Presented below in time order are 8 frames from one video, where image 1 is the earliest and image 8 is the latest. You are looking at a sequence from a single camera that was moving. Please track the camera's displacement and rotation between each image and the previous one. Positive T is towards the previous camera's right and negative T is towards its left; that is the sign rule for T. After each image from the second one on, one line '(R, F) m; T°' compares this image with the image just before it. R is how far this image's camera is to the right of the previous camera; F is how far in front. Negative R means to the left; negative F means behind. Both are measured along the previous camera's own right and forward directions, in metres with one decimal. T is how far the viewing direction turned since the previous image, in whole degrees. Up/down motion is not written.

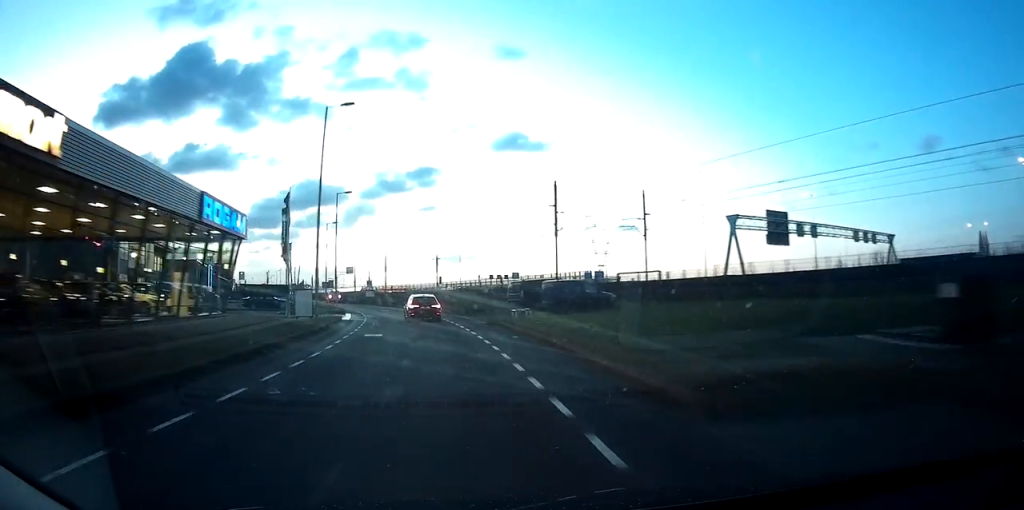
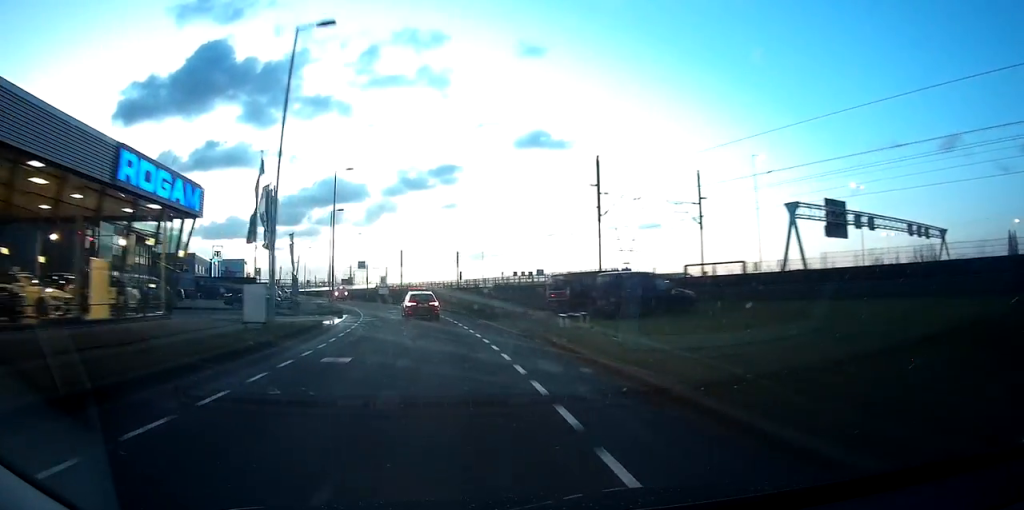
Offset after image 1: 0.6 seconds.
(-0.2, +8.7) m; -2°
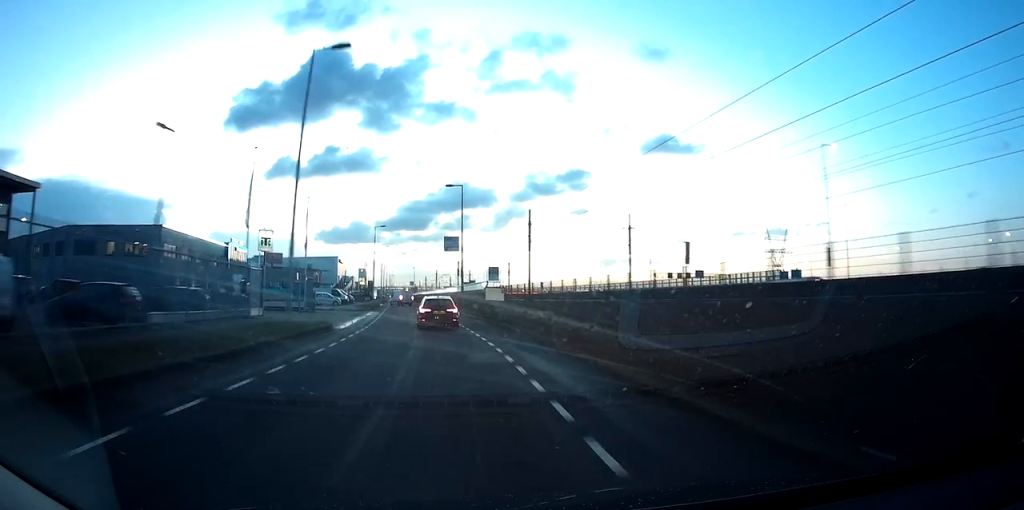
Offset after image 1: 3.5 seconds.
(-6.7, +42.9) m; -15°
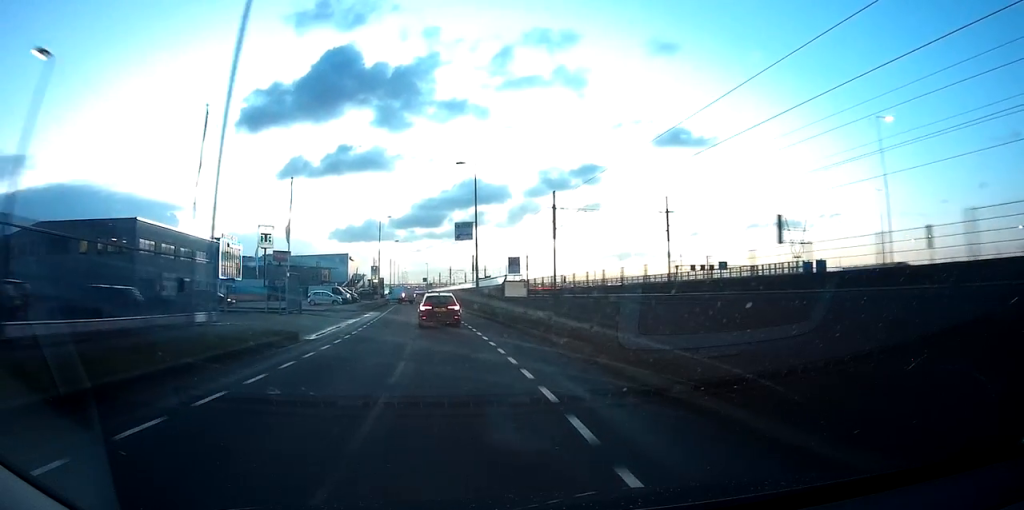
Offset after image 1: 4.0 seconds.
(-0.1, +7.1) m; -1°
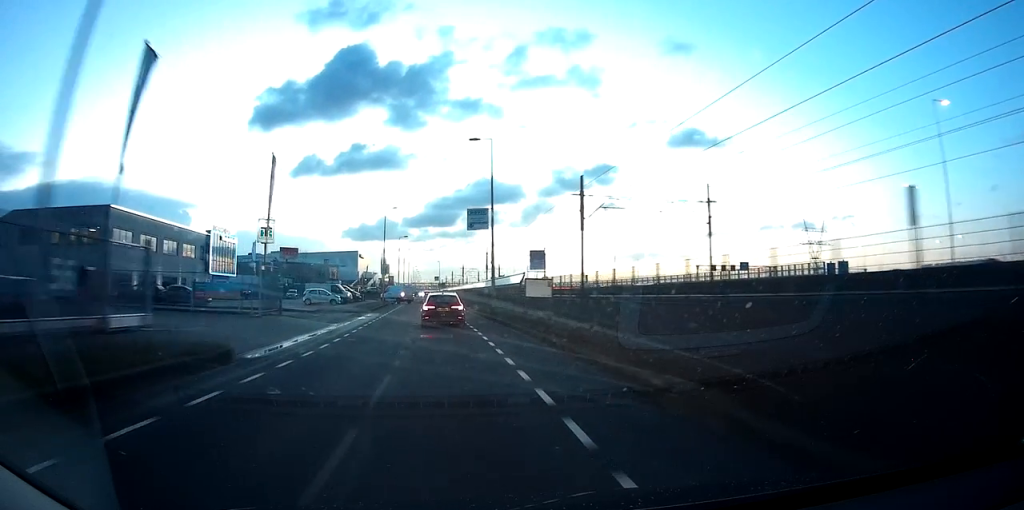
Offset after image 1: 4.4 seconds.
(-0.1, +6.2) m; -1°
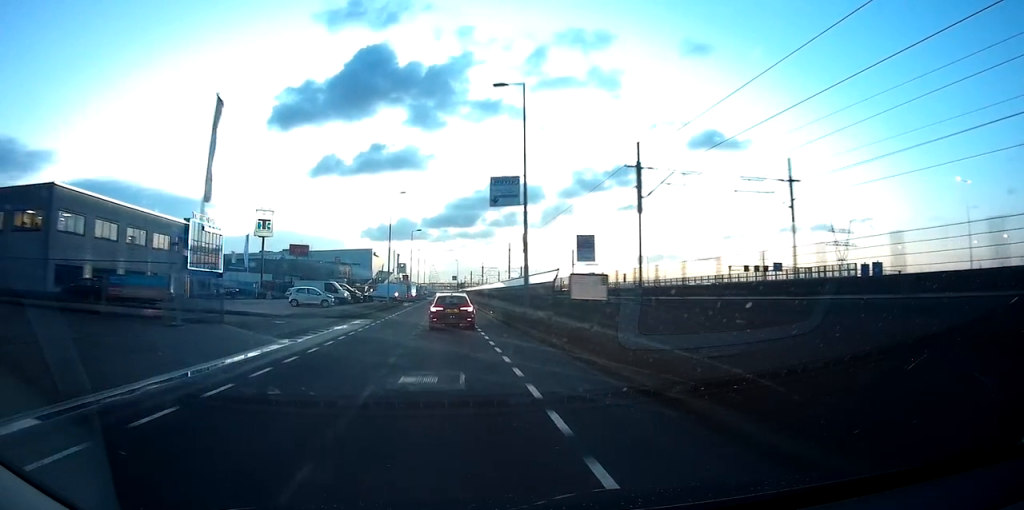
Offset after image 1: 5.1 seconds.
(-0.1, +9.5) m; -2°
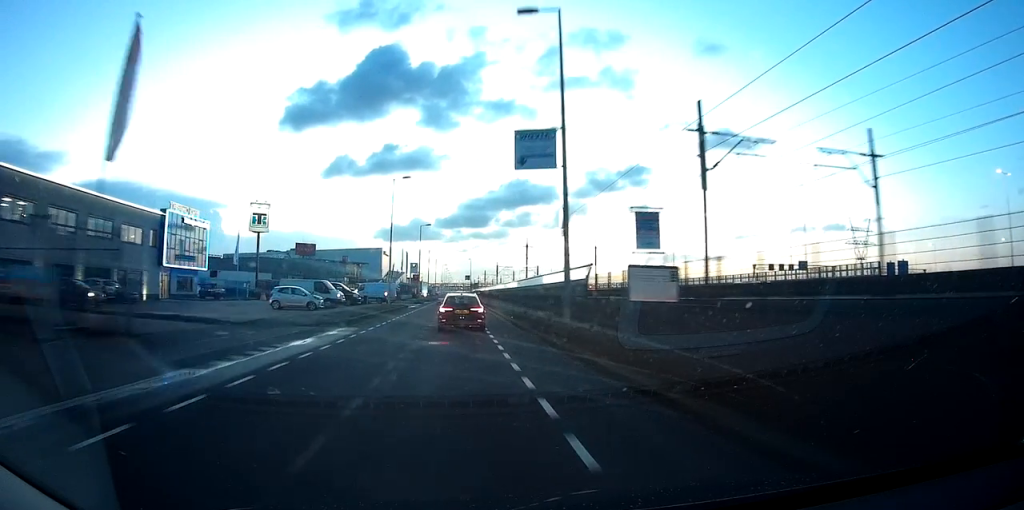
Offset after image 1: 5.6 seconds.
(+0.1, +7.1) m; -2°
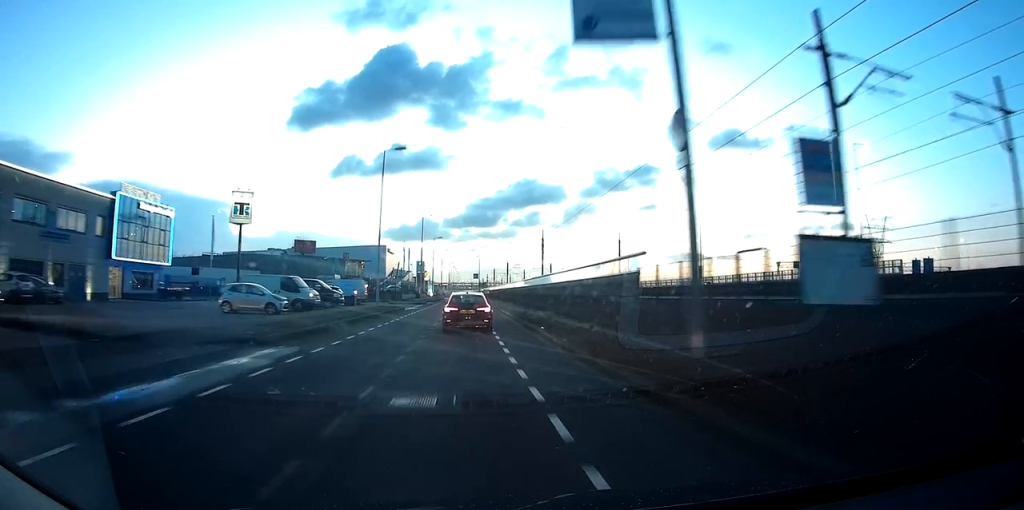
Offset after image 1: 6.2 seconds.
(-0.4, +9.0) m; -1°
